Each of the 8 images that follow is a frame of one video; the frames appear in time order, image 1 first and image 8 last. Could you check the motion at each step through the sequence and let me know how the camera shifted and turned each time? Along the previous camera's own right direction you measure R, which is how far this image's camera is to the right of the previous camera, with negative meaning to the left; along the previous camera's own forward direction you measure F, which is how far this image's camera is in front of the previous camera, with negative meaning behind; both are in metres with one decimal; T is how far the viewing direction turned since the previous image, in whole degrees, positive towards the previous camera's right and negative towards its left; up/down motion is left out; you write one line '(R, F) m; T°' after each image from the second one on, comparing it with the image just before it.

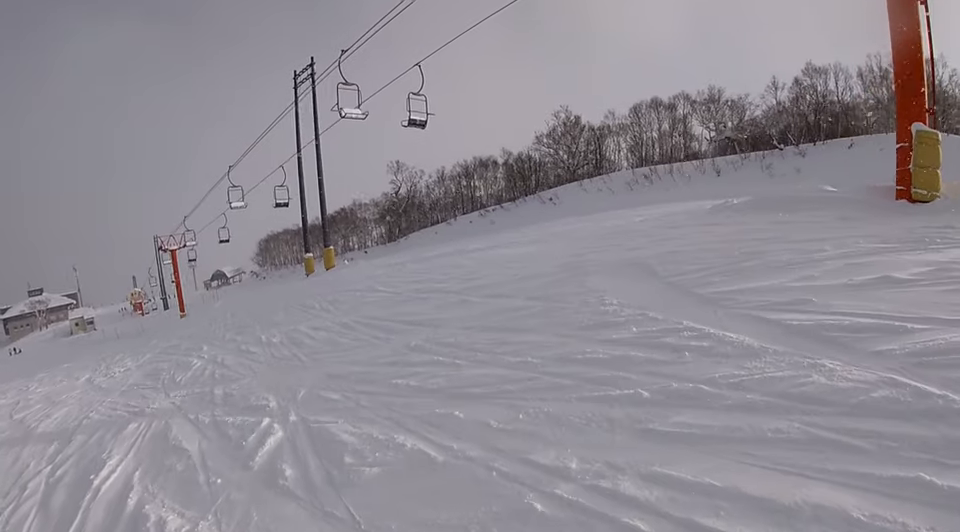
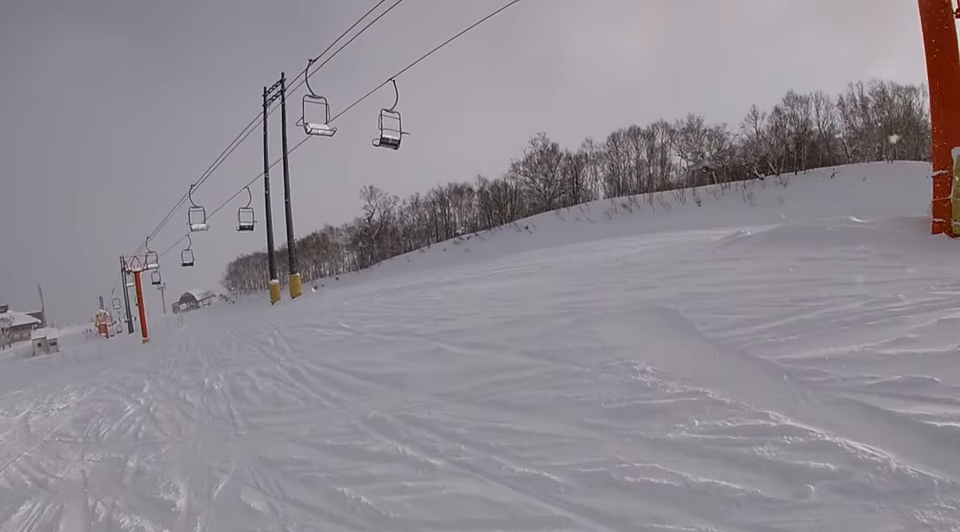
(+0.3, +1.9) m; +10°
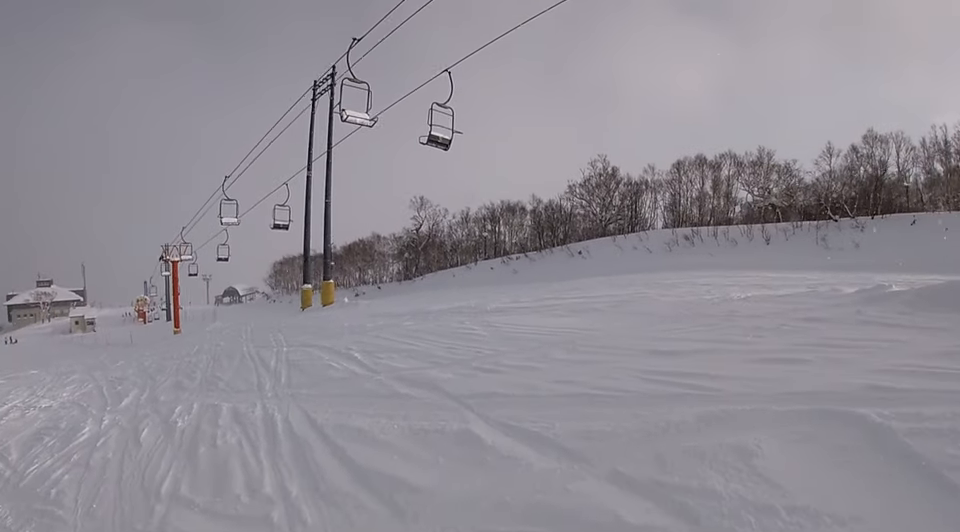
(+0.4, +3.0) m; +2°
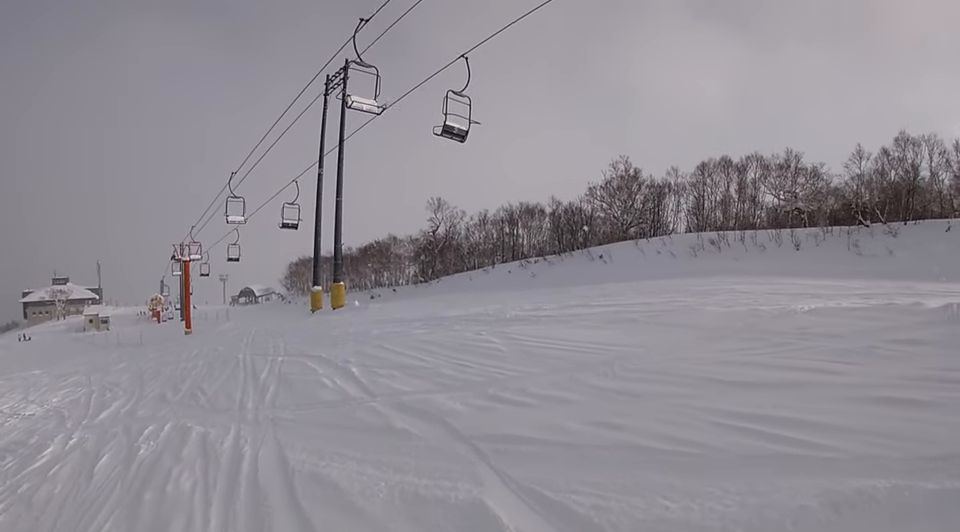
(+0.3, +1.7) m; -2°
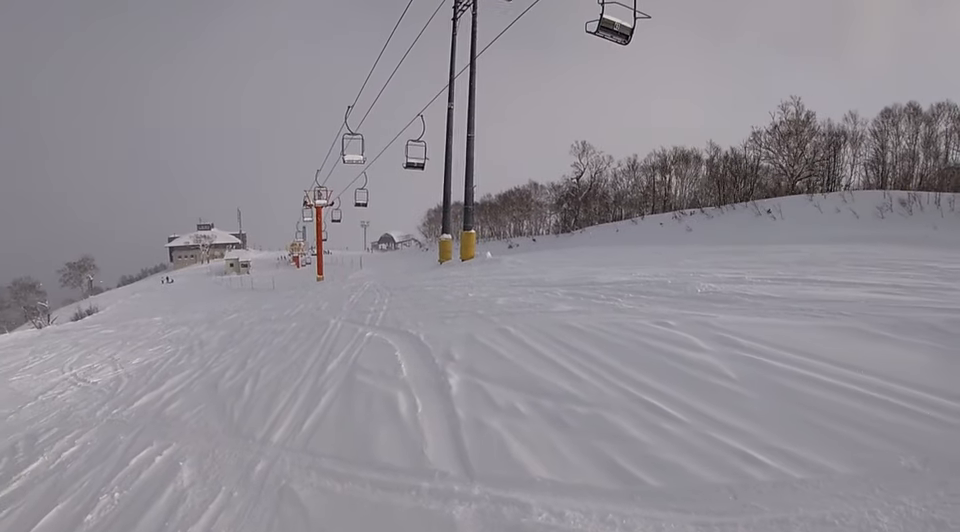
(-1.7, +3.7) m; -31°
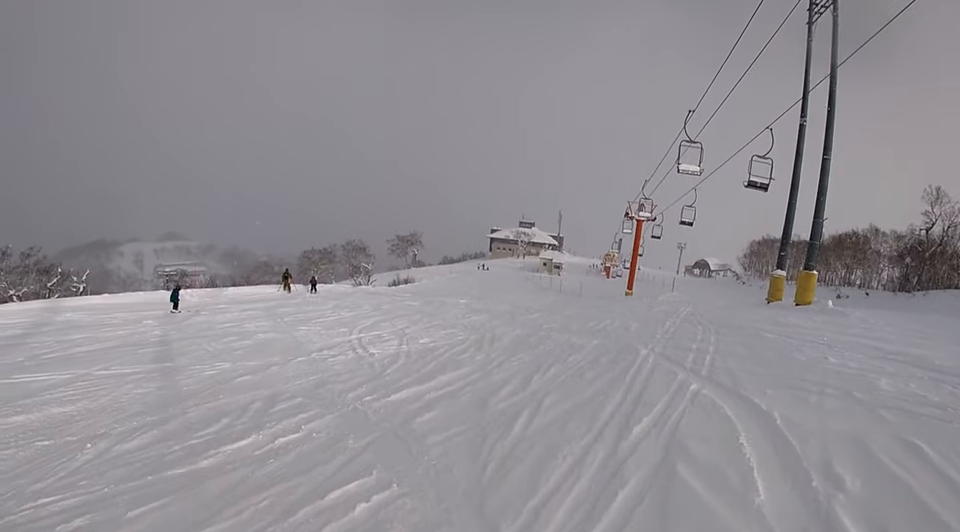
(-0.2, +3.1) m; -10°
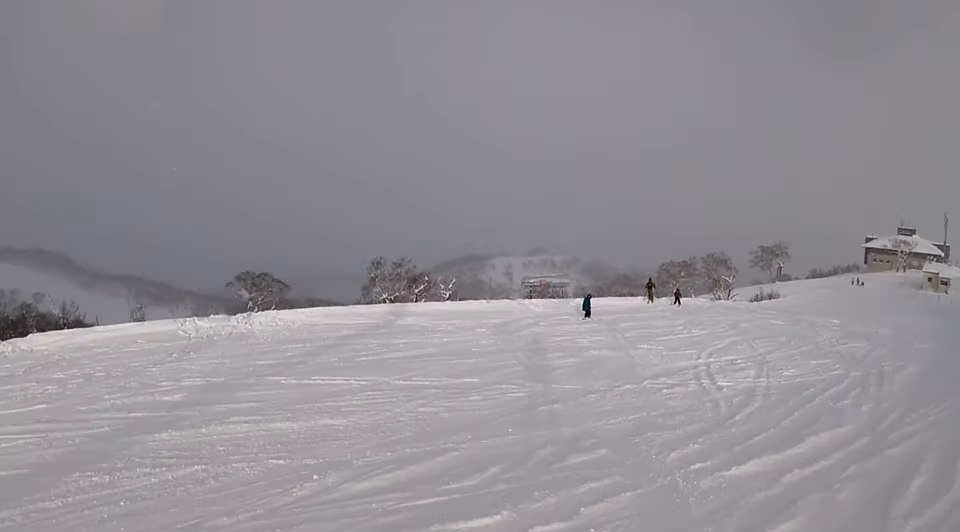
(-0.3, +2.4) m; -23°
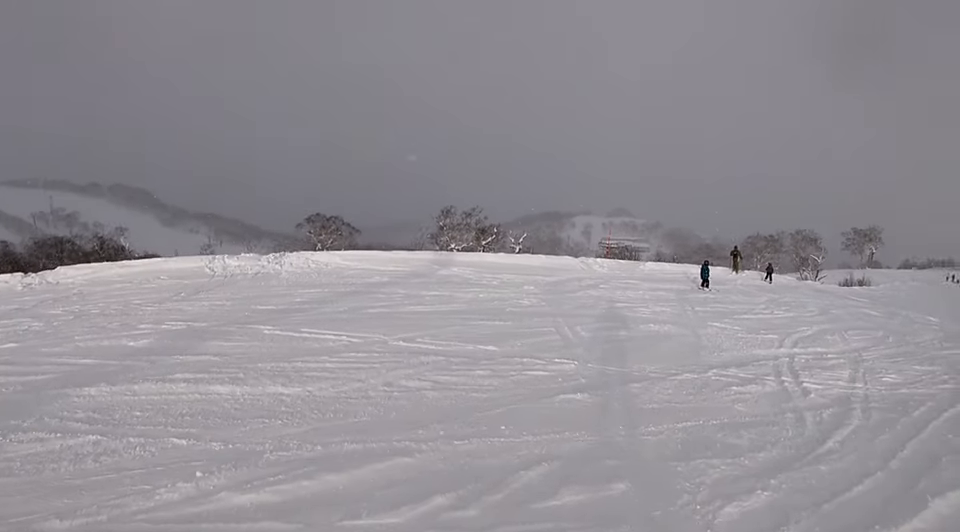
(-0.3, +1.6) m; -21°
